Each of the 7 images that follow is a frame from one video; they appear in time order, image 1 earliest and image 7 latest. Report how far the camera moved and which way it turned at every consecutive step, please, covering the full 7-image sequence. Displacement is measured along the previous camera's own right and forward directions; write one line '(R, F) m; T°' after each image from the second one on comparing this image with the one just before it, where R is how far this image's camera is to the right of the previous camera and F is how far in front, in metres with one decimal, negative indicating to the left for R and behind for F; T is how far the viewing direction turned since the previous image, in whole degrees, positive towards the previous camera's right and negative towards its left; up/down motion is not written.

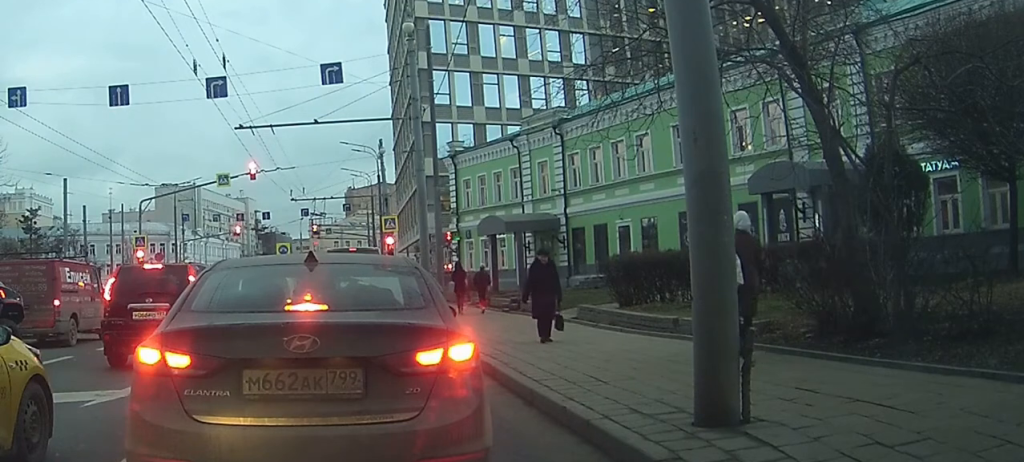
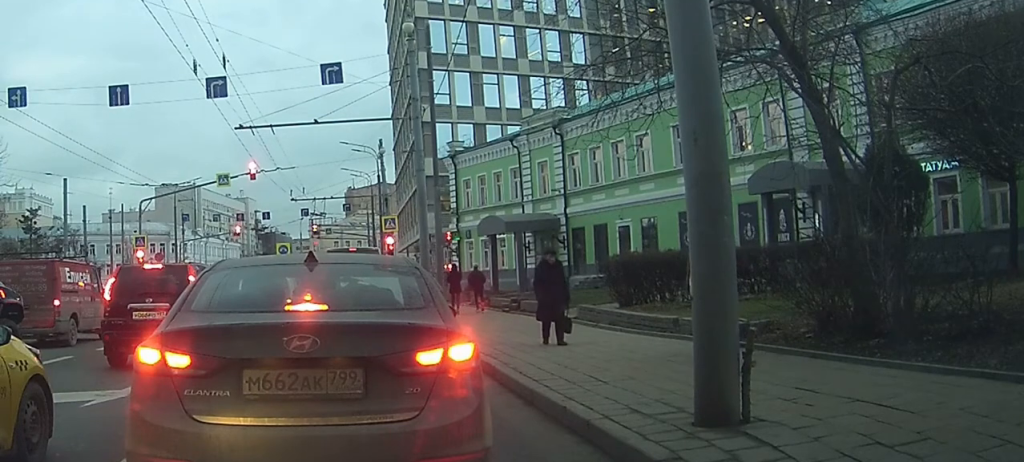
(0.0, +0.1) m; 0°
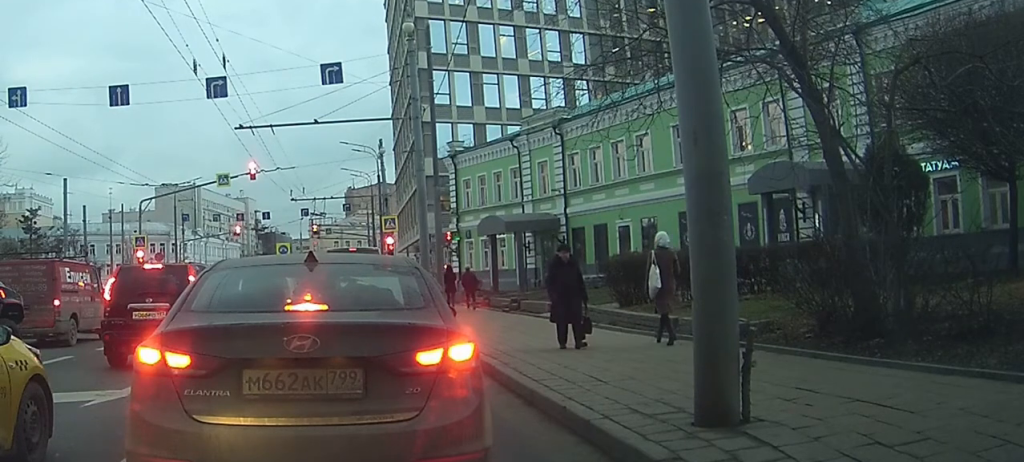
(0.0, +0.2) m; 0°
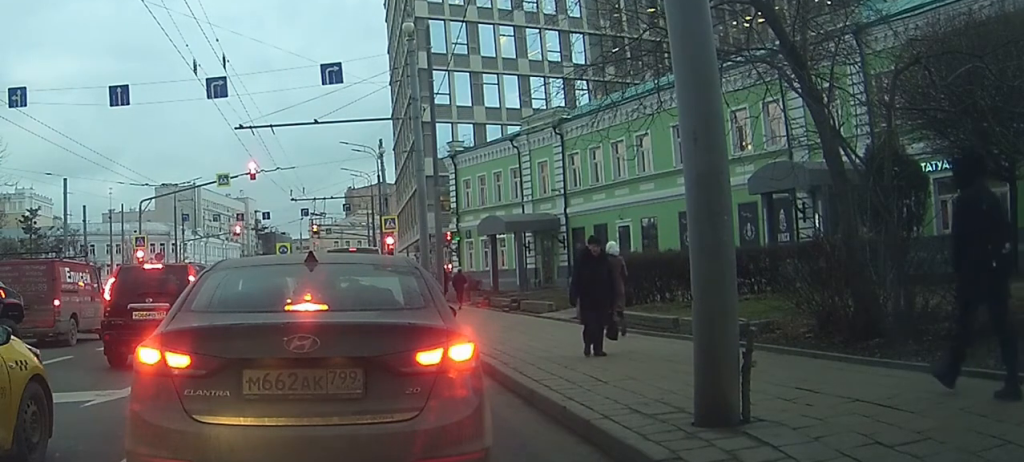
(0.0, 0.0) m; 0°
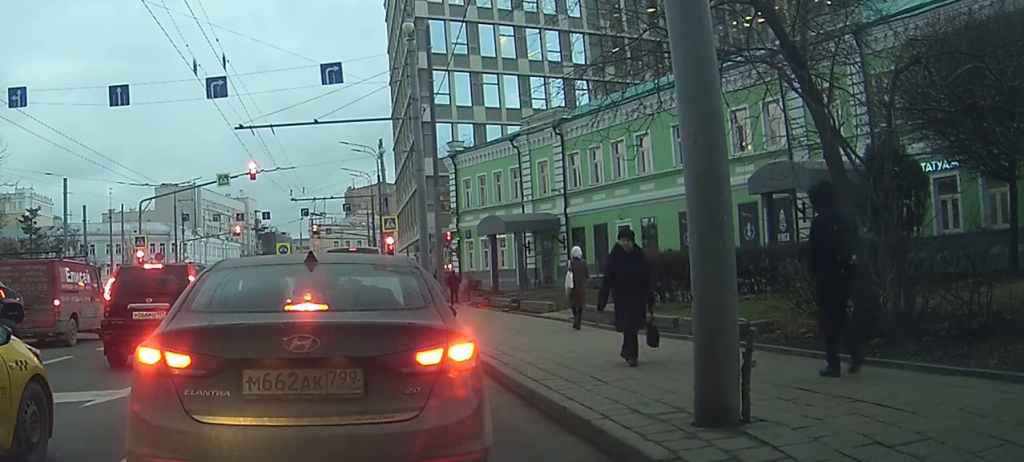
(0.0, 0.0) m; 0°
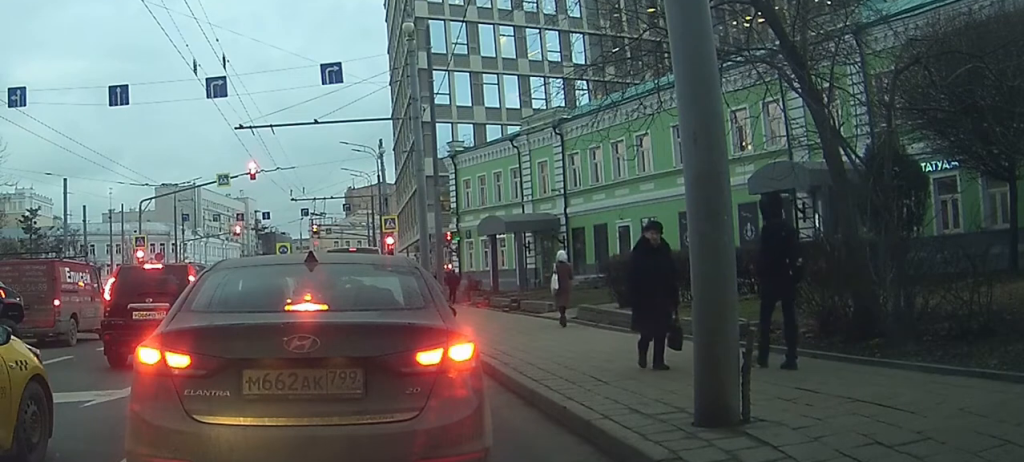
(0.0, 0.0) m; 0°
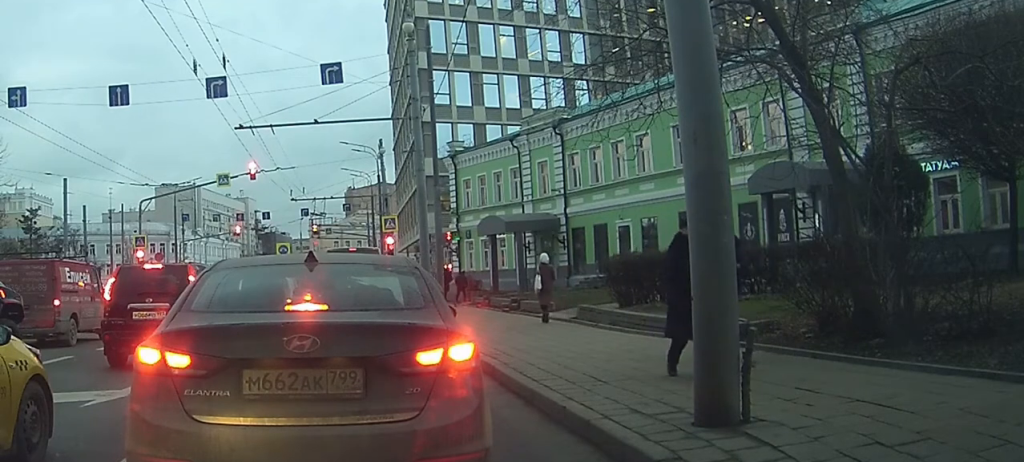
(0.0, 0.0) m; 0°
